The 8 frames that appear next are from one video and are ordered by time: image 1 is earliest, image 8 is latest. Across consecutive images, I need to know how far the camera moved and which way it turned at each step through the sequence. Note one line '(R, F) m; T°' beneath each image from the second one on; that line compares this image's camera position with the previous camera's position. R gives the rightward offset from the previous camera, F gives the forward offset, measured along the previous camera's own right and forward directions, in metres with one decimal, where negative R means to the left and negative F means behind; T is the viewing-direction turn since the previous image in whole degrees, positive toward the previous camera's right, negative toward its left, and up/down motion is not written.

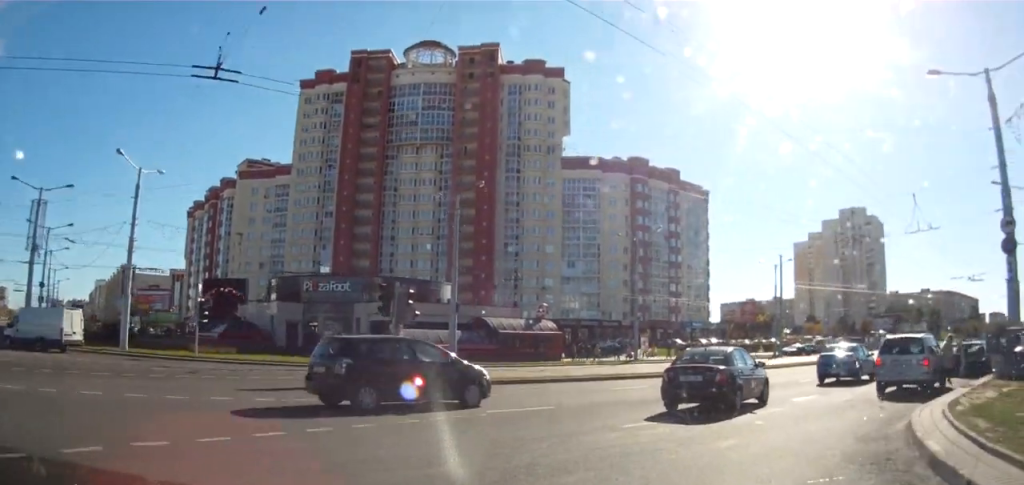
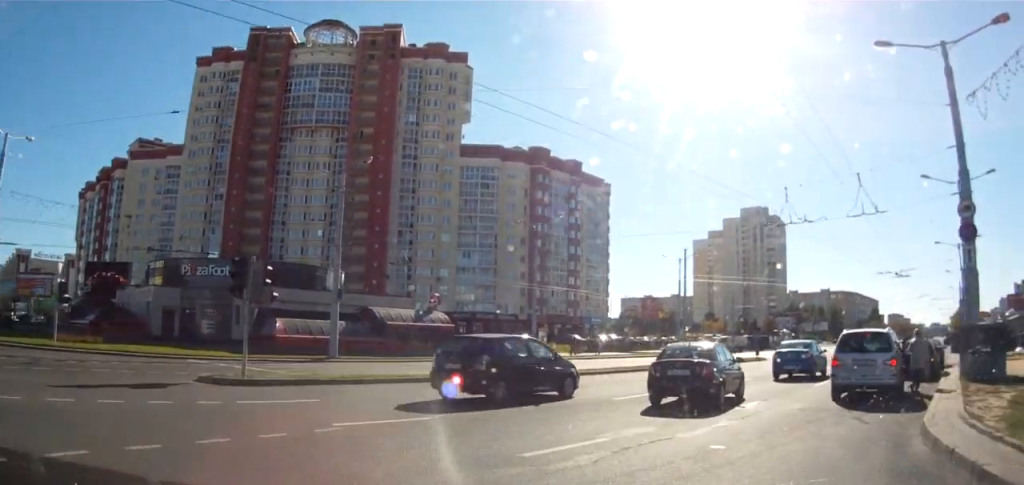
(+1.0, +3.8) m; +9°
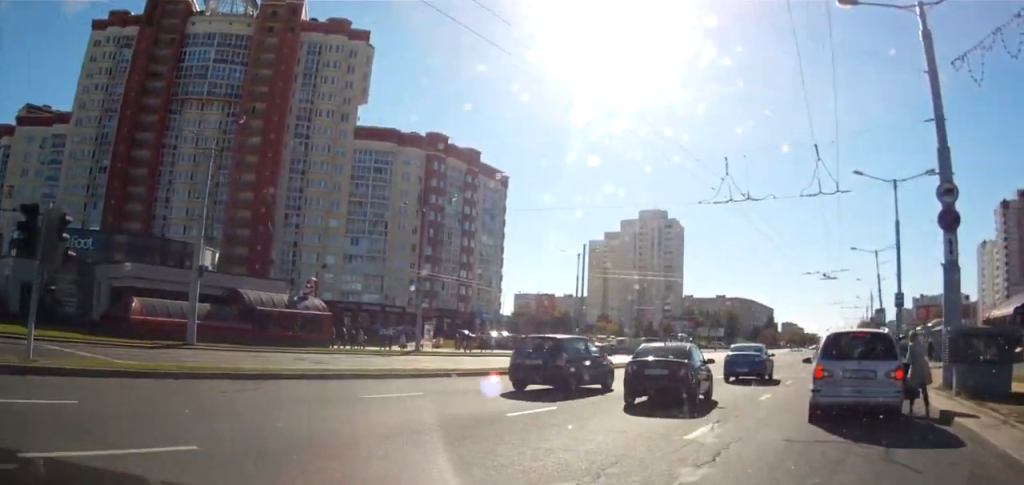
(+0.3, +4.3) m; +7°
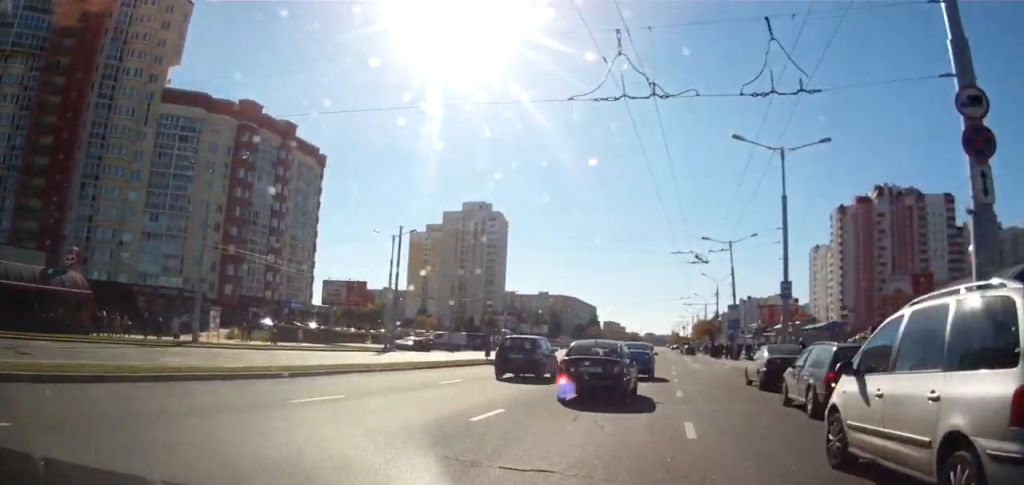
(+0.2, +8.1) m; +11°
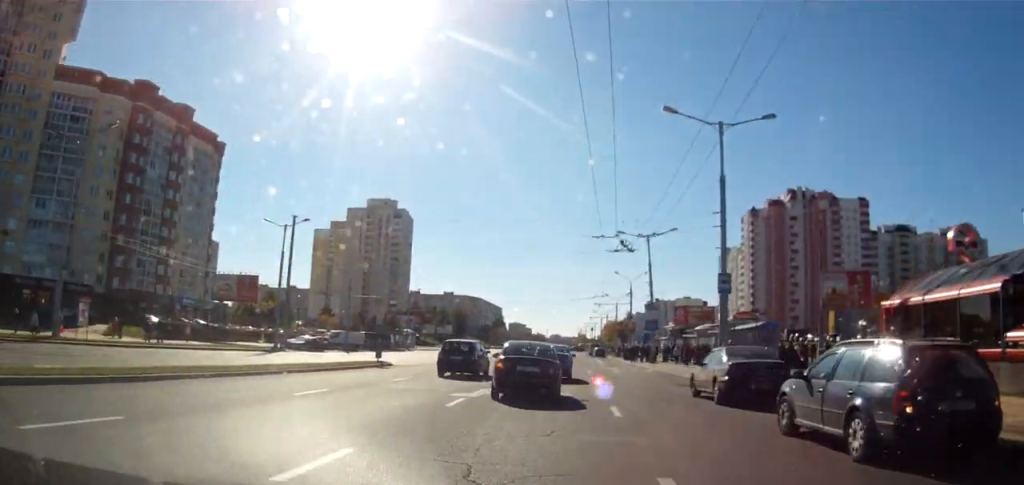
(+0.5, +4.5) m; +9°
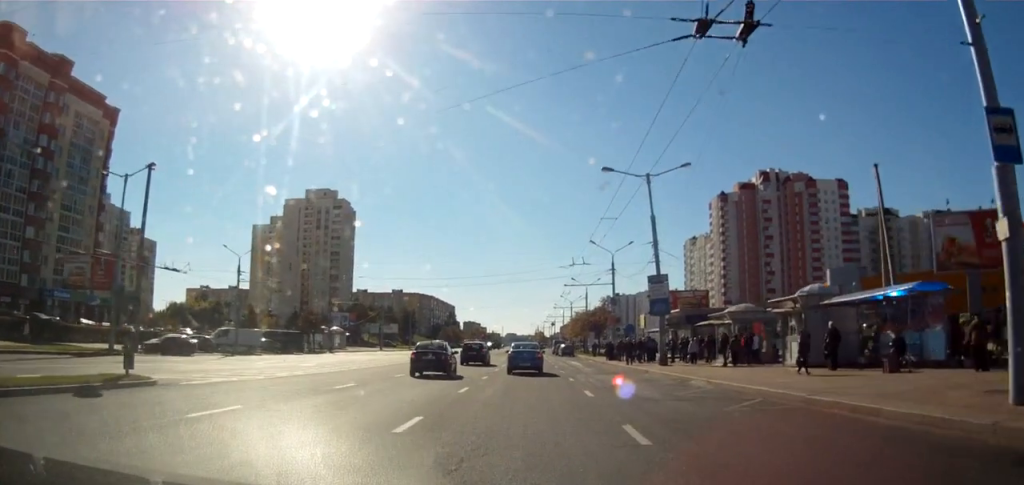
(+3.1, +20.0) m; +11°
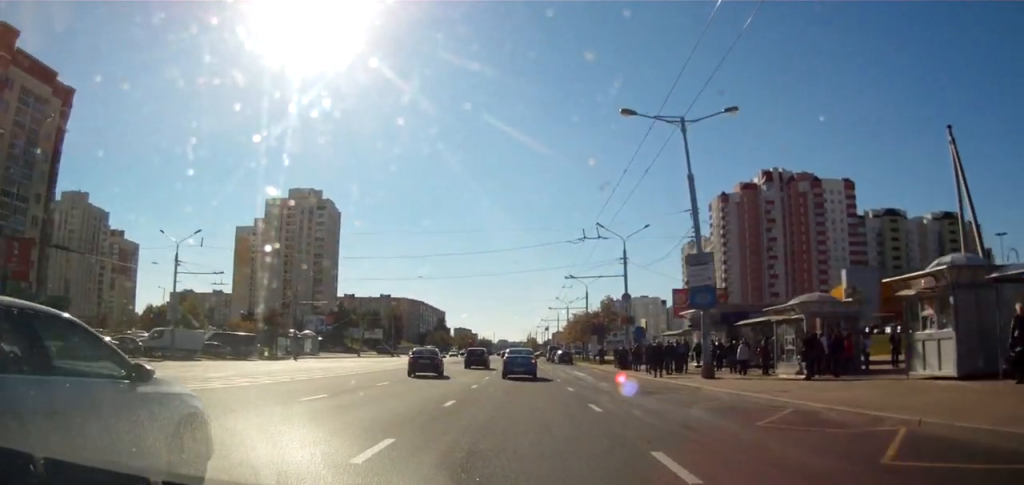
(+0.1, +10.3) m; +2°
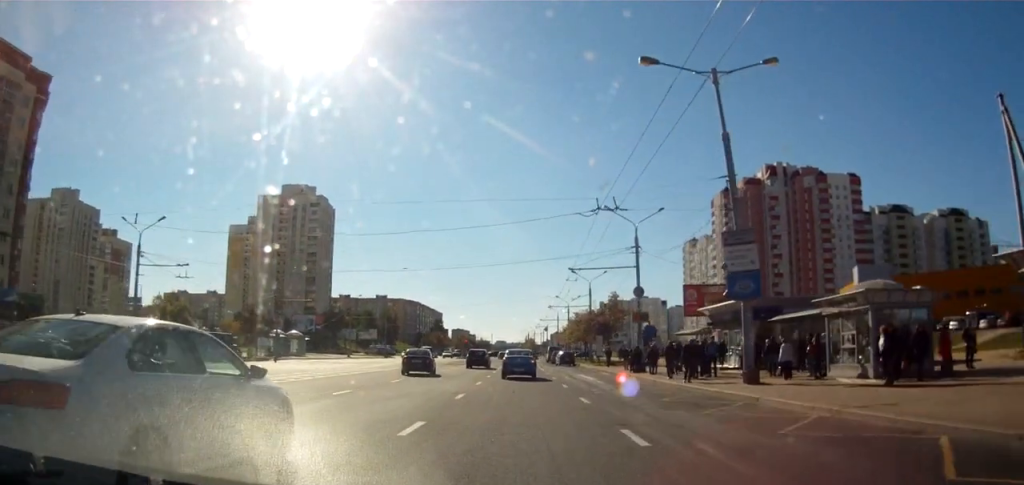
(+0.1, +5.0) m; +1°
